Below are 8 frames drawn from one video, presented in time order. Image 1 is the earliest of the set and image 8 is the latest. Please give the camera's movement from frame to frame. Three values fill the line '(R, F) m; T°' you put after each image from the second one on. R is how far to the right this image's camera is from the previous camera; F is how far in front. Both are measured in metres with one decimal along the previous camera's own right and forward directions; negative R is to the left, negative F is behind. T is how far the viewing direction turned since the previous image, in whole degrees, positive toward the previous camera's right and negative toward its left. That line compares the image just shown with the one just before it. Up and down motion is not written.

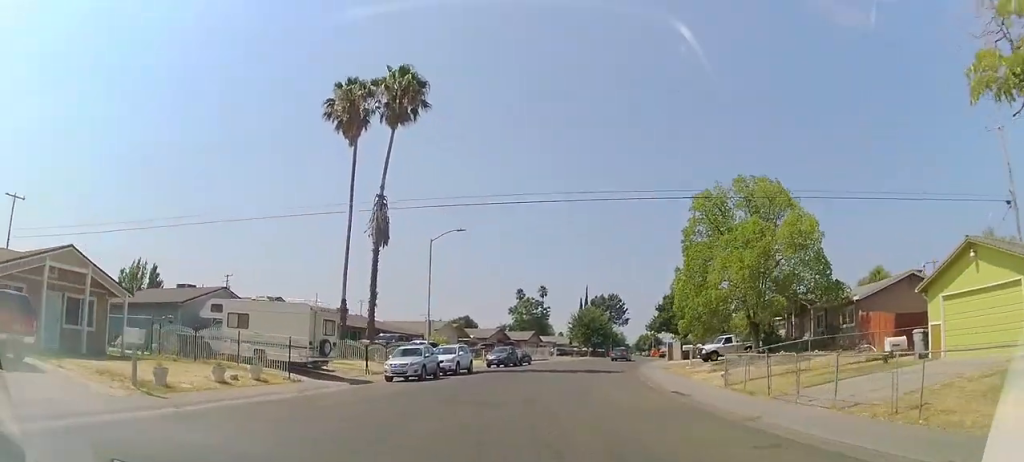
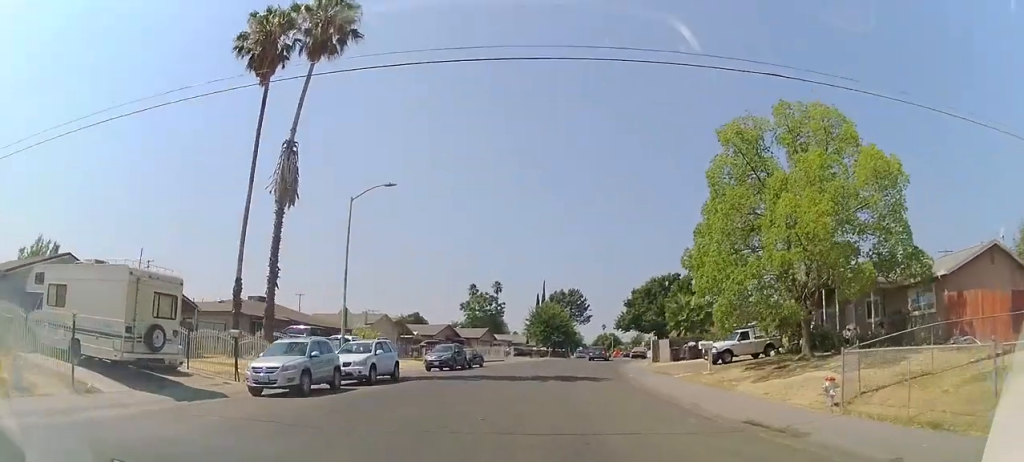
(+0.3, +9.5) m; +7°
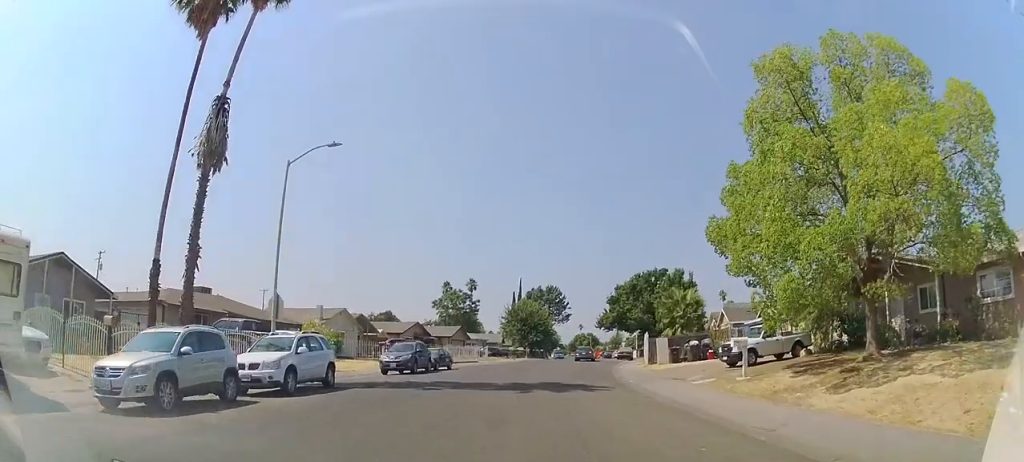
(+0.2, +5.5) m; +6°
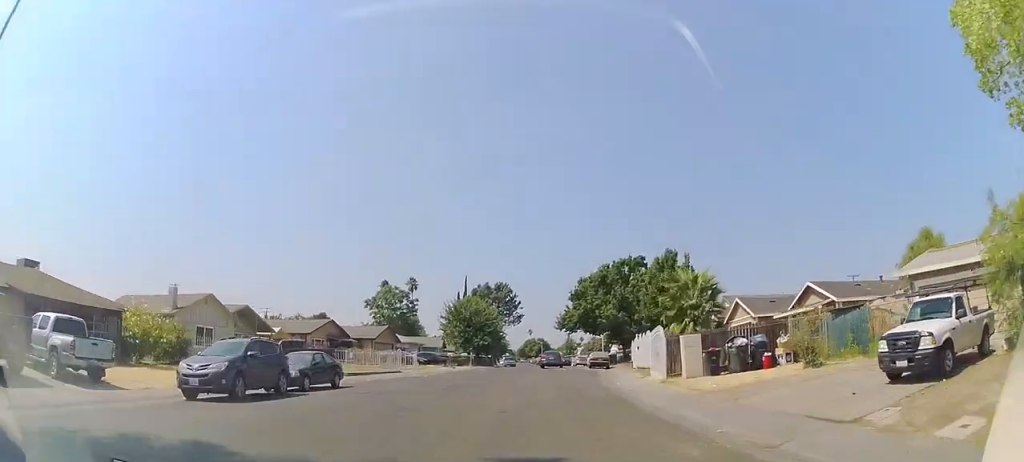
(+0.5, +13.9) m; +3°
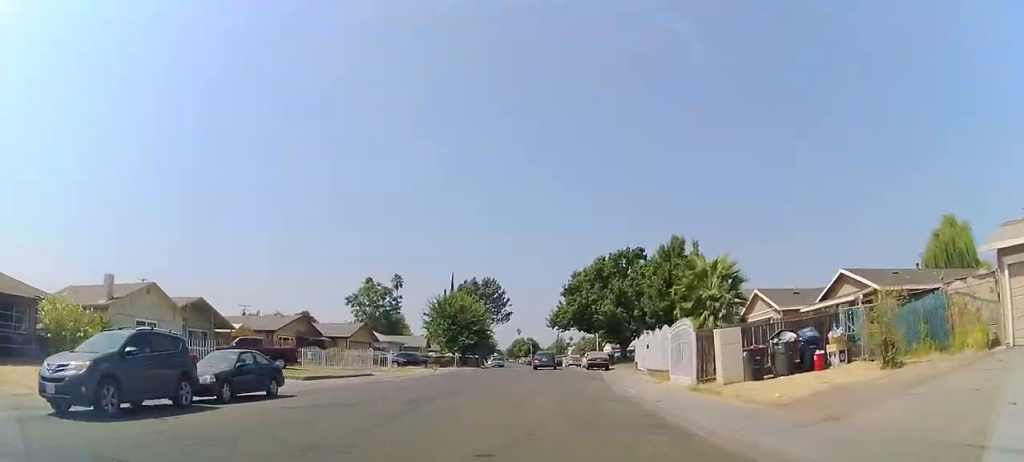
(+0.2, +4.7) m; +1°
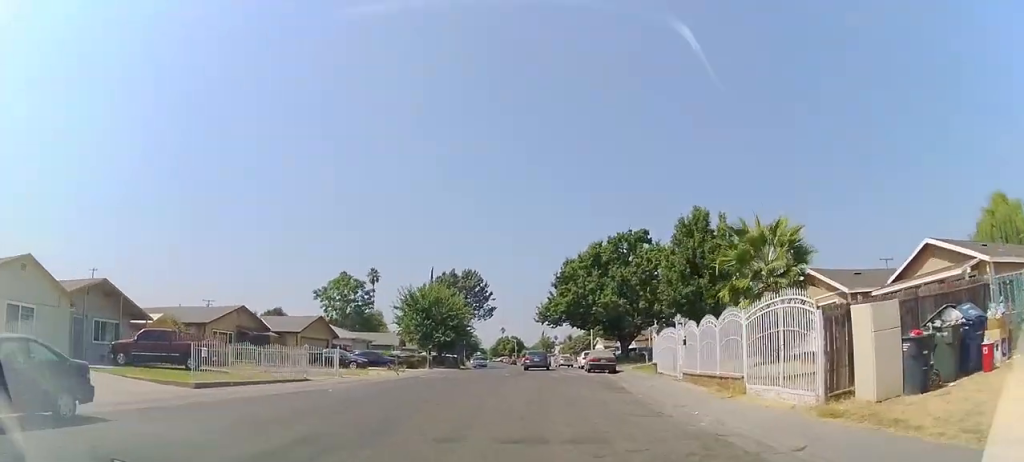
(+0.1, +8.3) m; +1°
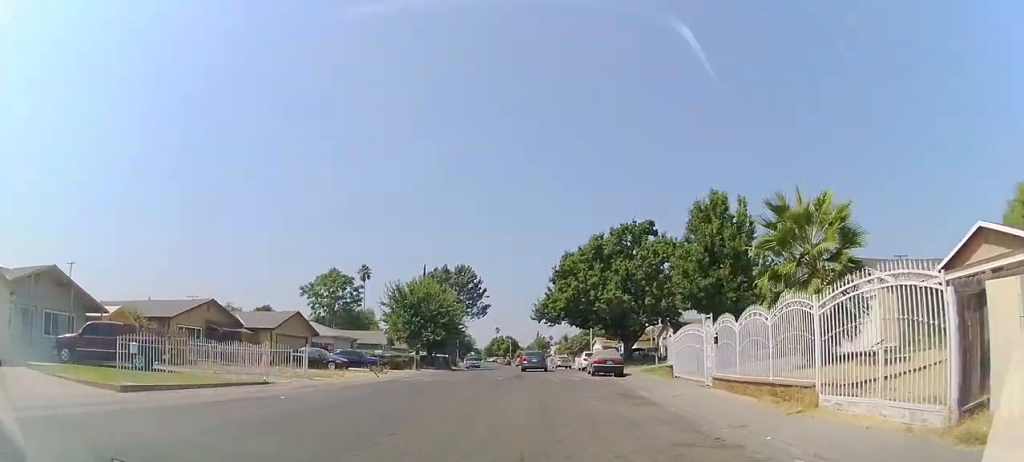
(0.0, +3.7) m; 0°
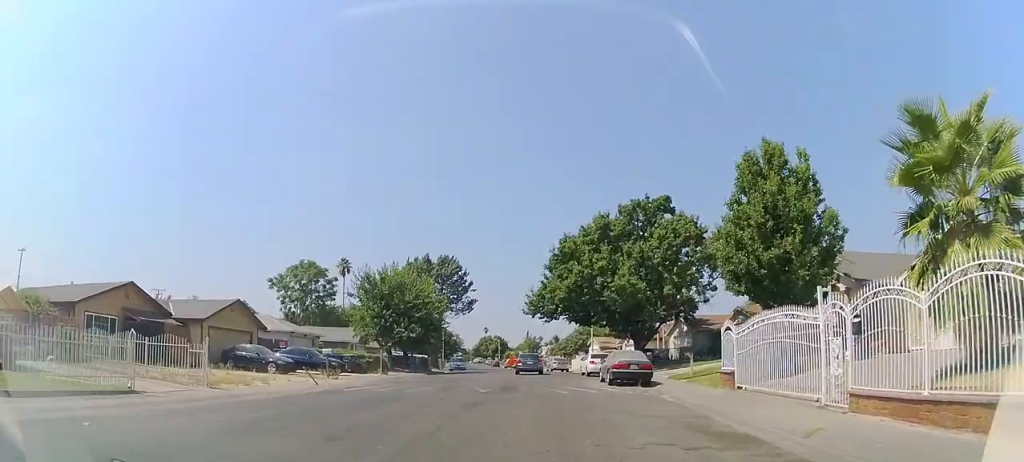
(+0.2, +7.9) m; +3°
